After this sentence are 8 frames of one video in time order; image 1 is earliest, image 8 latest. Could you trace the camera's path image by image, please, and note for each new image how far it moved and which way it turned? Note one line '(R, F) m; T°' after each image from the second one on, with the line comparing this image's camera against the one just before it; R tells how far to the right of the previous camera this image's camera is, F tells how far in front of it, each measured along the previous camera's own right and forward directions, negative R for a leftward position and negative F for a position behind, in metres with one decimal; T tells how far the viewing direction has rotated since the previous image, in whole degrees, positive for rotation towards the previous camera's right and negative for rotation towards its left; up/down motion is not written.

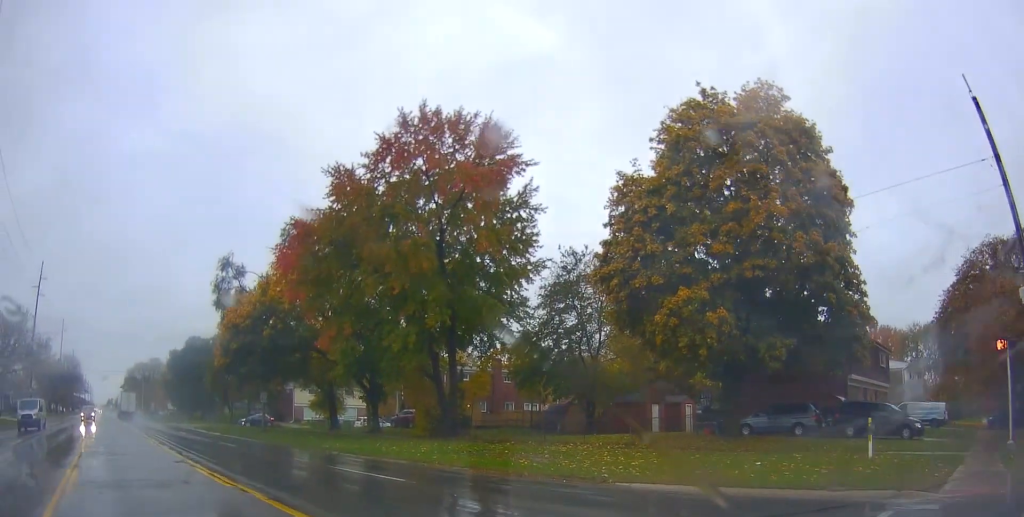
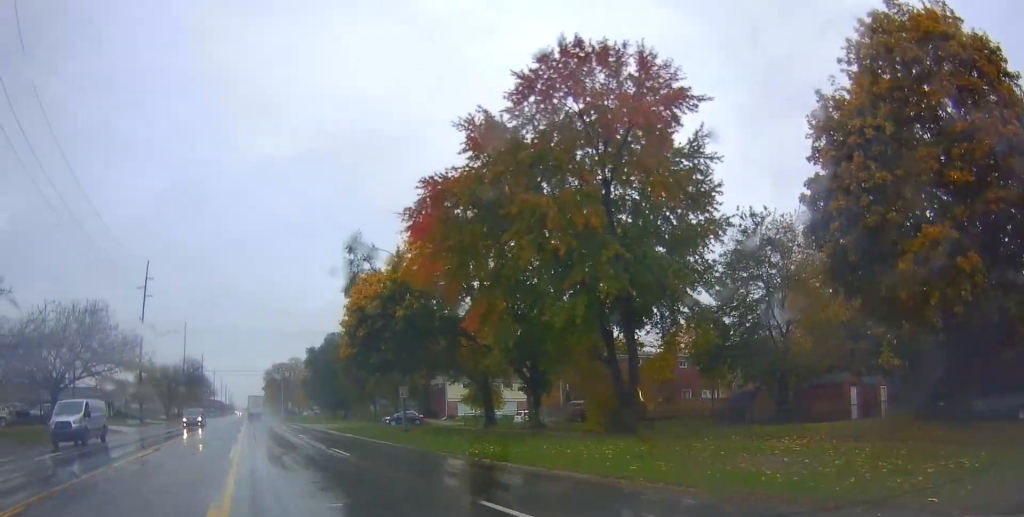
(-0.7, +5.6) m; -20°
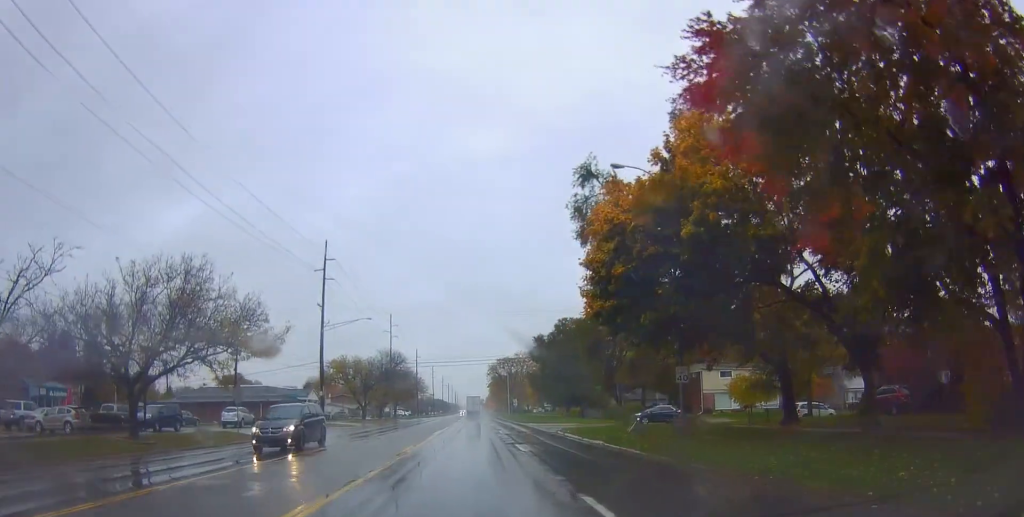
(-3.9, +11.3) m; -25°
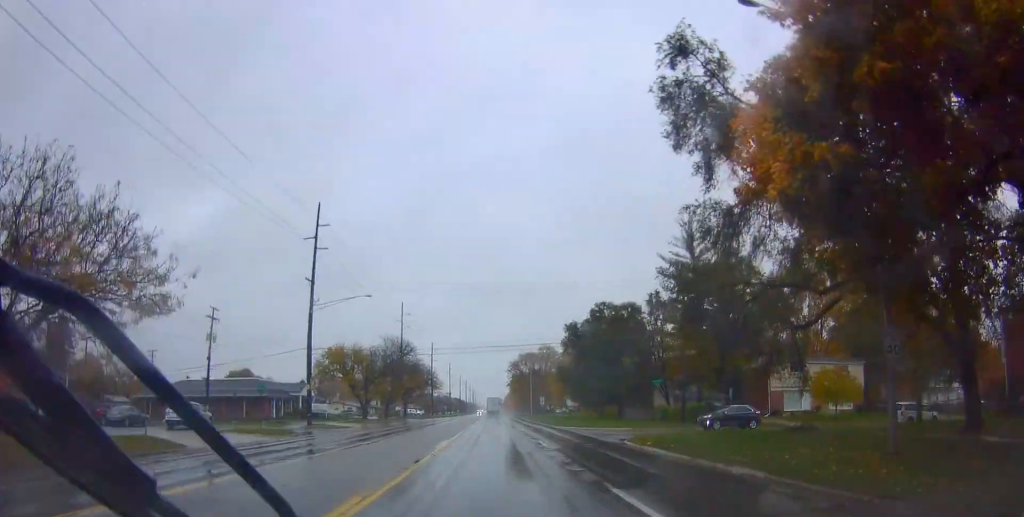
(-0.2, +12.0) m; -5°
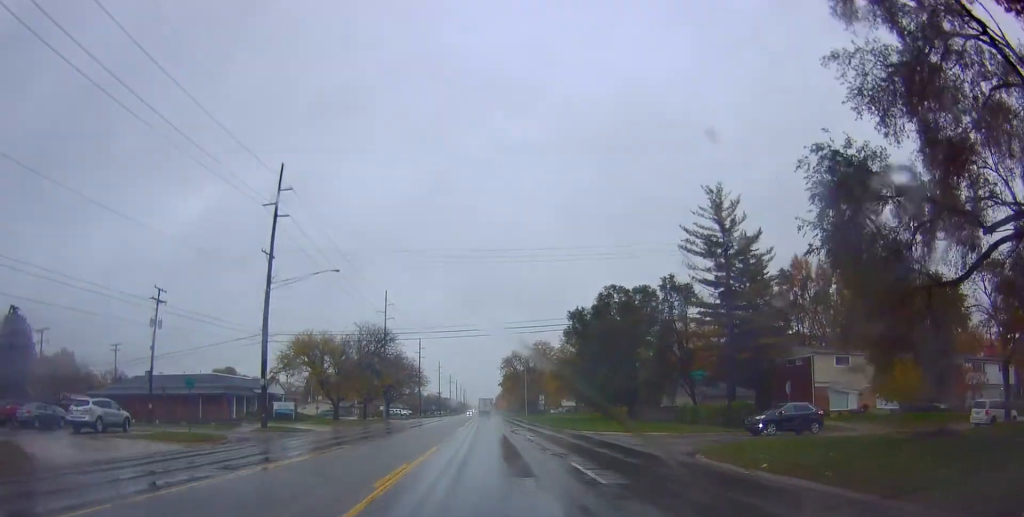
(-0.5, +9.4) m; -3°
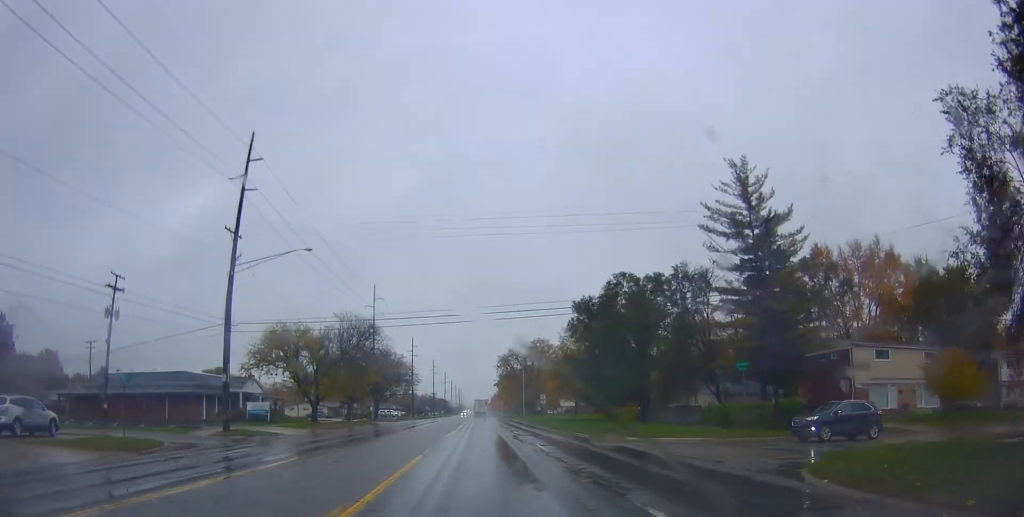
(0.0, +6.2) m; 0°
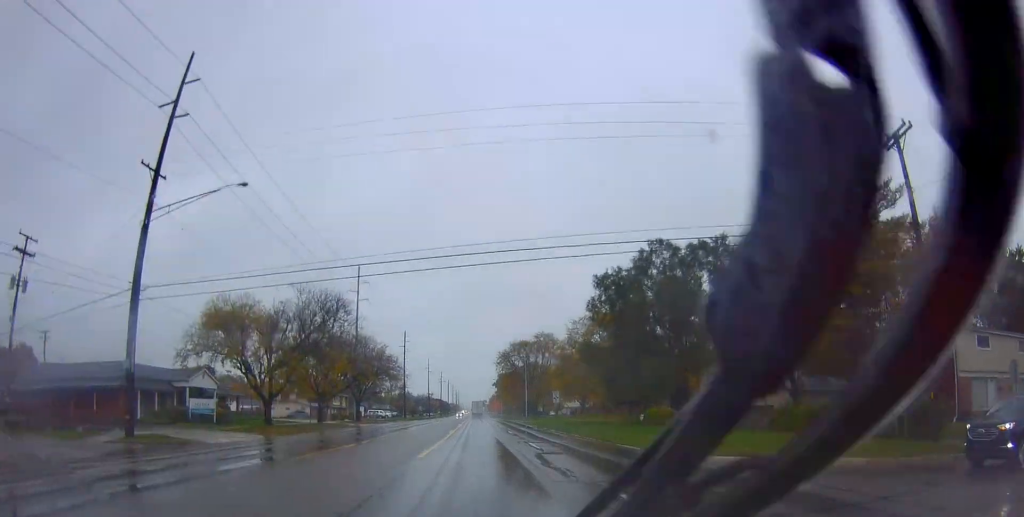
(0.0, +11.2) m; -2°
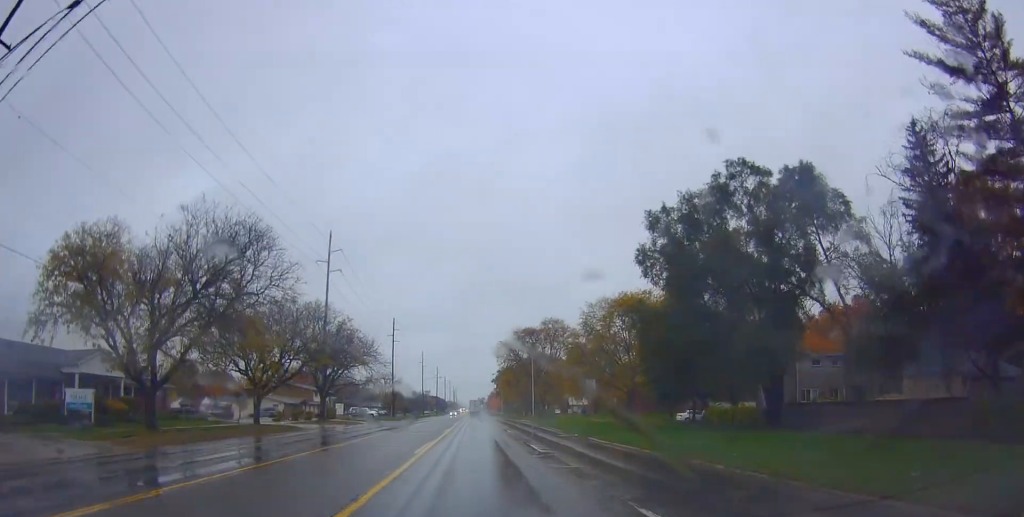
(-0.7, +16.3) m; -1°
